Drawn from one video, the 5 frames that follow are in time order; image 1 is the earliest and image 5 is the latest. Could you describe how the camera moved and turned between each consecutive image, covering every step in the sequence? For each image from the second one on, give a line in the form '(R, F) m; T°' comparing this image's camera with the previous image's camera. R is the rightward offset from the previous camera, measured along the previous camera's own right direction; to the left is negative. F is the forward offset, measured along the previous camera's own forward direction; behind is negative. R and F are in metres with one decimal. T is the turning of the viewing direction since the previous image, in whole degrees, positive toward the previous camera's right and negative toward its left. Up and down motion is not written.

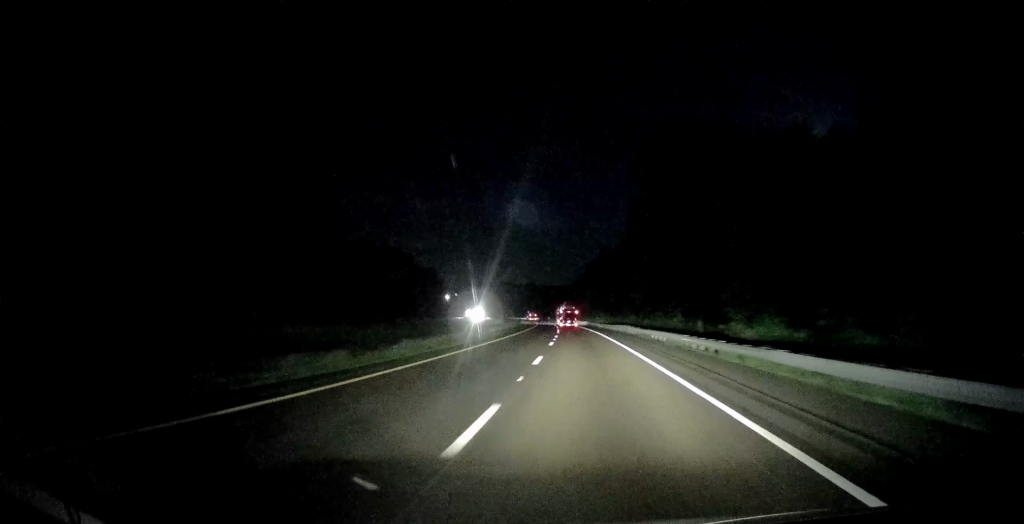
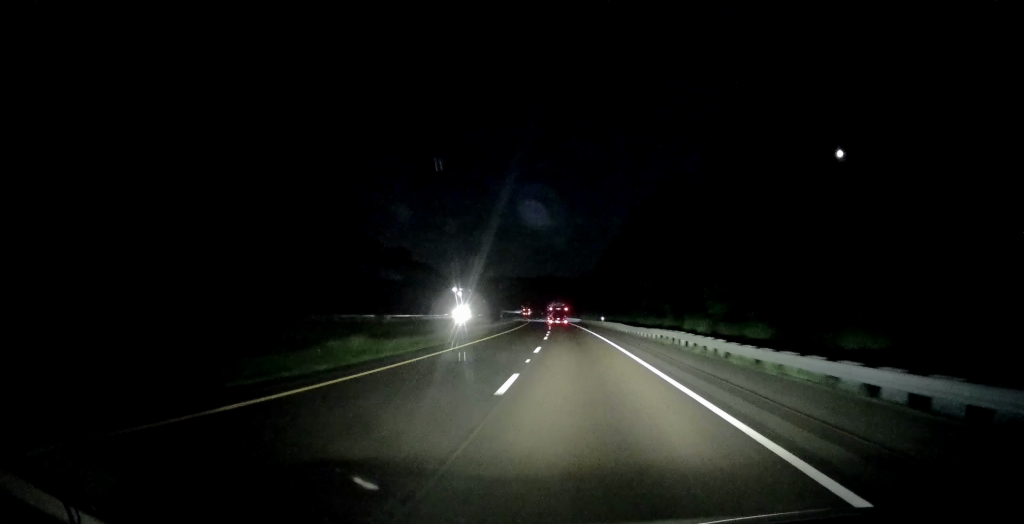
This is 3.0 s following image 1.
(-2.6, +93.2) m; -4°
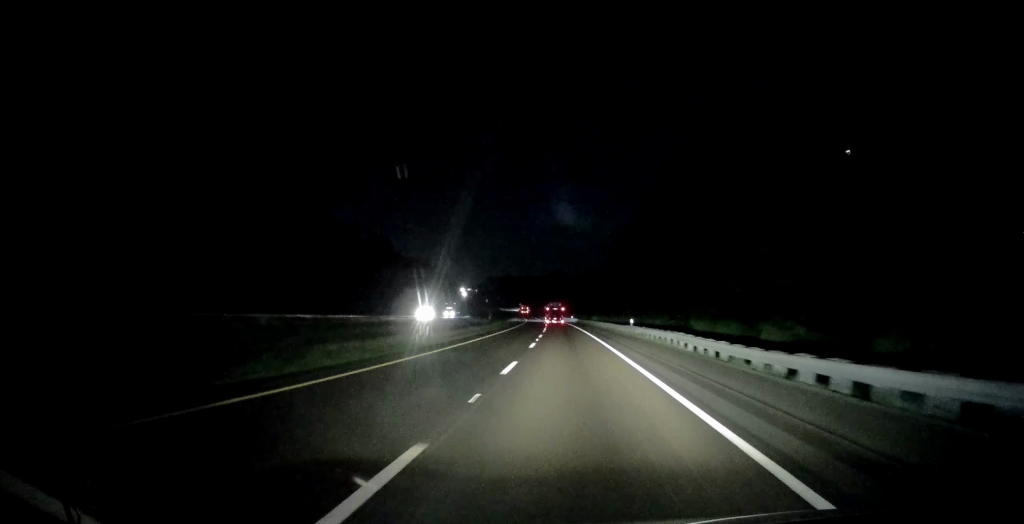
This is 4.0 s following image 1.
(-0.1, +32.5) m; 0°
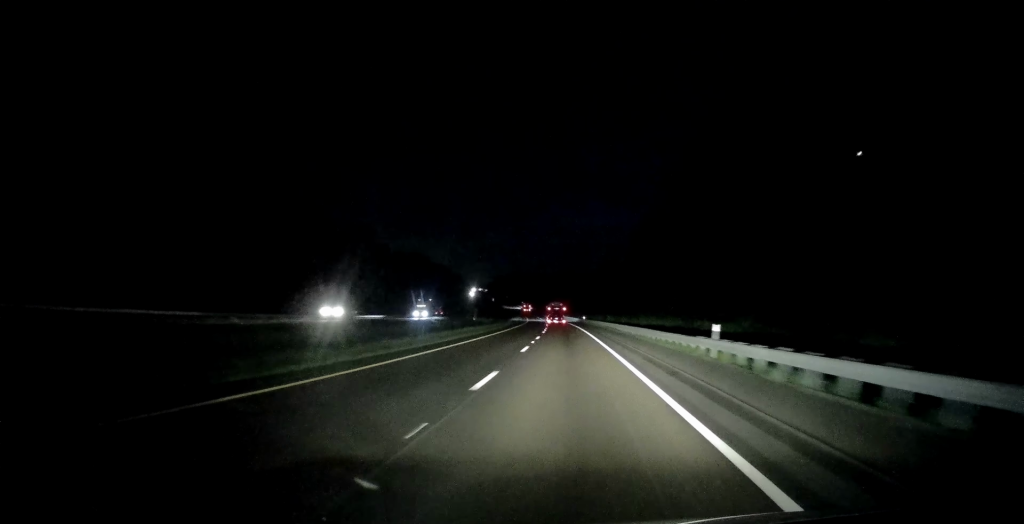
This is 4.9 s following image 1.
(0.0, +27.3) m; -1°
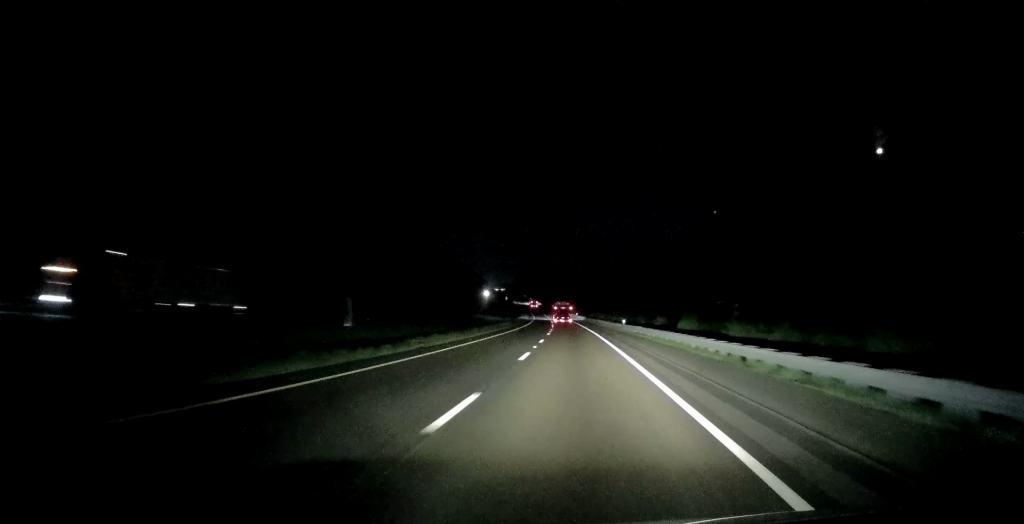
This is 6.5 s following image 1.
(-0.9, +52.2) m; -2°
